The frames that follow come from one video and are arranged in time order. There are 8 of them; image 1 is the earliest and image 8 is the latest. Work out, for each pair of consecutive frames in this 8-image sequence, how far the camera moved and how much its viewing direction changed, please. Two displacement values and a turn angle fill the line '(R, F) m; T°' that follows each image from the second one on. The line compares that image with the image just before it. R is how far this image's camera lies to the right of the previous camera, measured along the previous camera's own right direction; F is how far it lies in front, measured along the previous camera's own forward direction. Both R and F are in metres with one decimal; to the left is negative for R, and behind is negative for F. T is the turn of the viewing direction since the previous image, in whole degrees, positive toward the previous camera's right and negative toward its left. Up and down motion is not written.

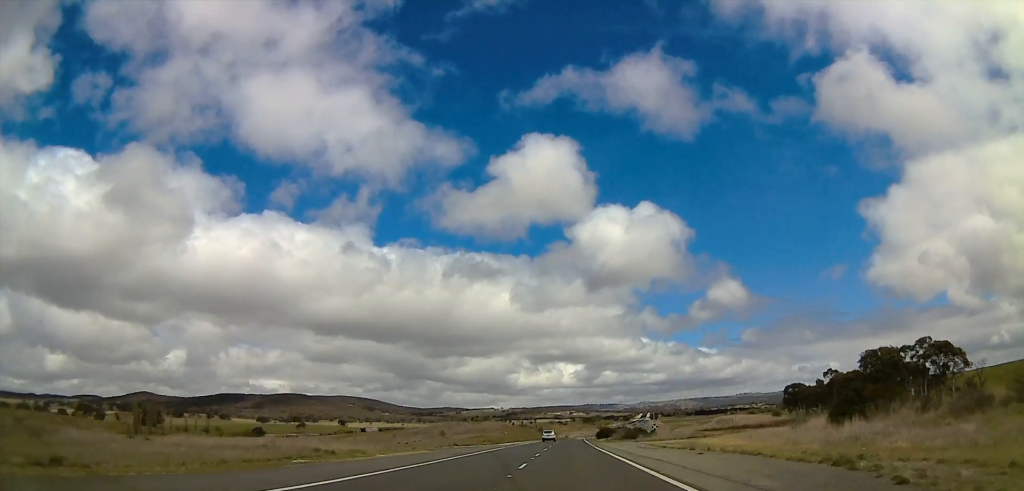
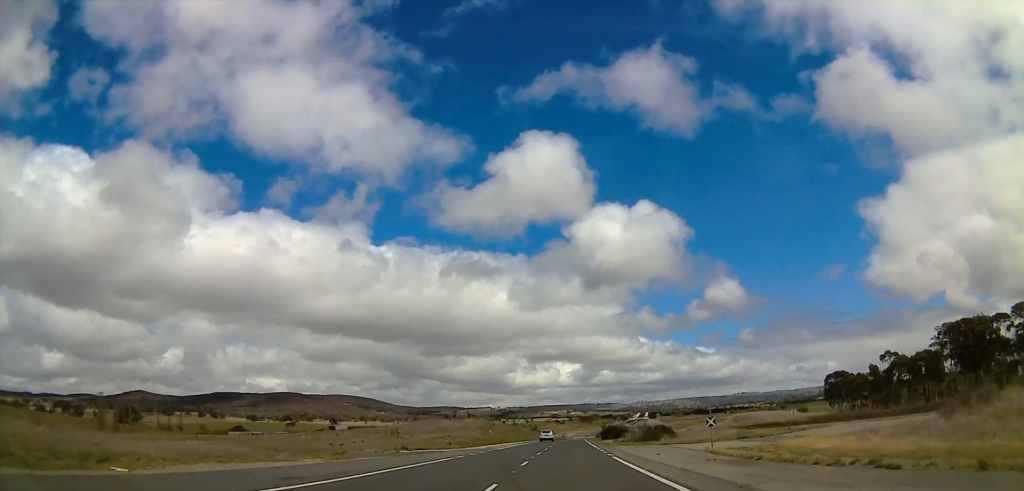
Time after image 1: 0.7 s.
(+1.0, +21.5) m; 0°
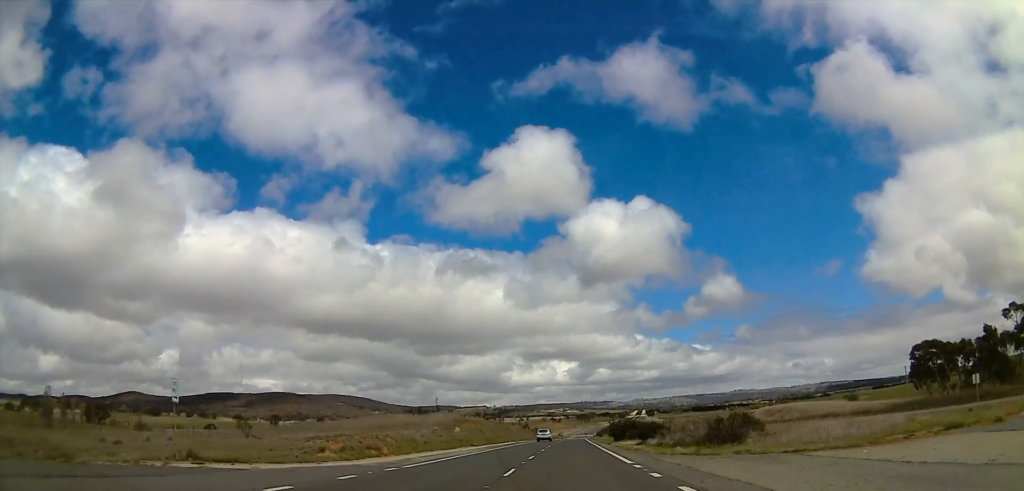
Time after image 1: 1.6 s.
(-1.3, +29.0) m; 0°
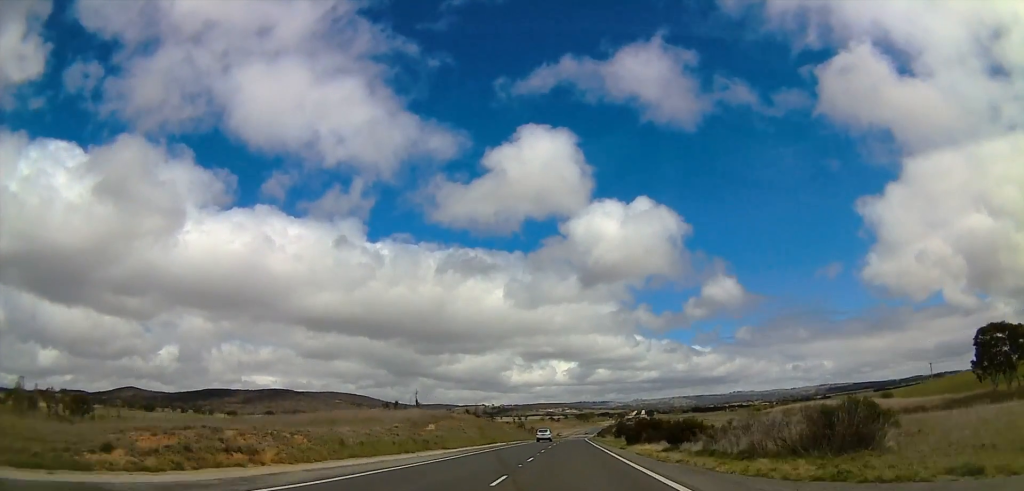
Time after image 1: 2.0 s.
(+0.4, +13.9) m; +1°
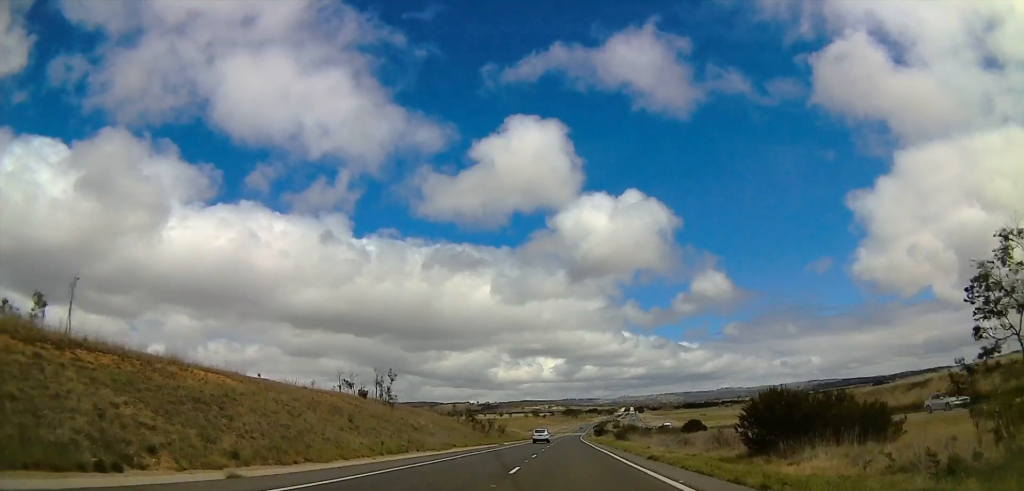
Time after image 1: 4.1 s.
(+2.1, +67.2) m; +2°
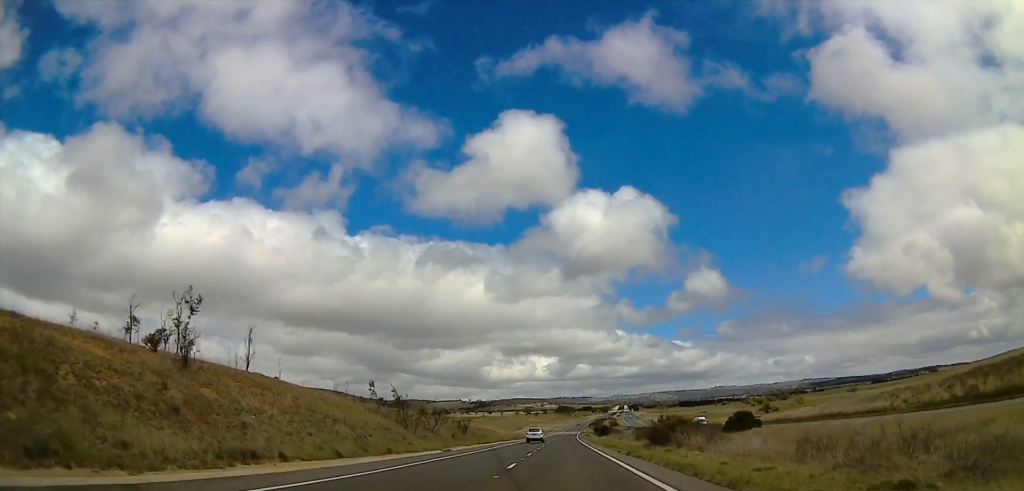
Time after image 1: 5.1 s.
(0.0, +33.0) m; 0°
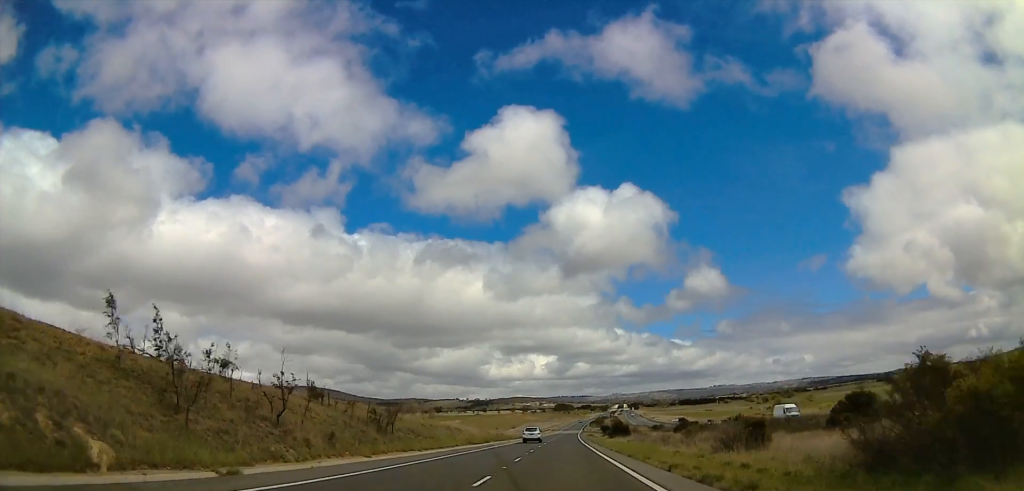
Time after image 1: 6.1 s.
(0.0, +30.9) m; 0°
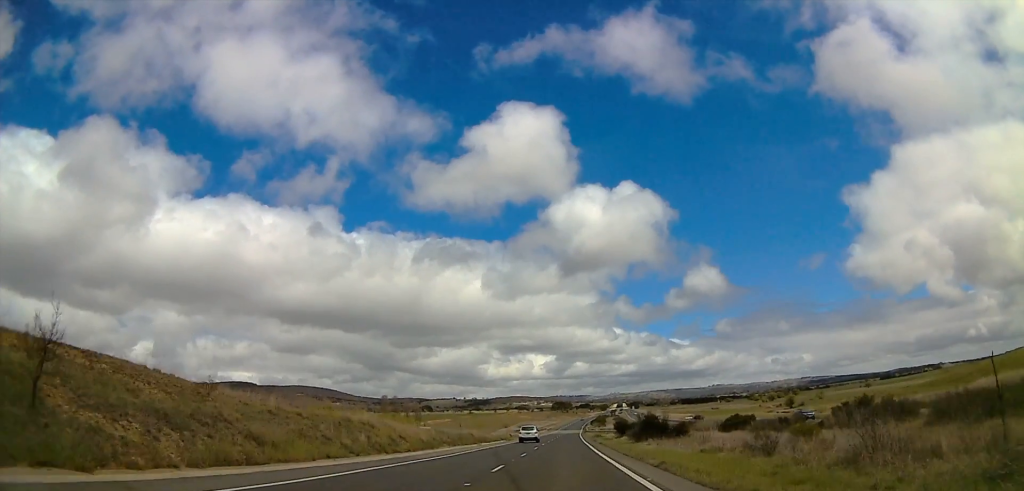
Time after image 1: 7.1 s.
(0.0, +30.9) m; 0°
